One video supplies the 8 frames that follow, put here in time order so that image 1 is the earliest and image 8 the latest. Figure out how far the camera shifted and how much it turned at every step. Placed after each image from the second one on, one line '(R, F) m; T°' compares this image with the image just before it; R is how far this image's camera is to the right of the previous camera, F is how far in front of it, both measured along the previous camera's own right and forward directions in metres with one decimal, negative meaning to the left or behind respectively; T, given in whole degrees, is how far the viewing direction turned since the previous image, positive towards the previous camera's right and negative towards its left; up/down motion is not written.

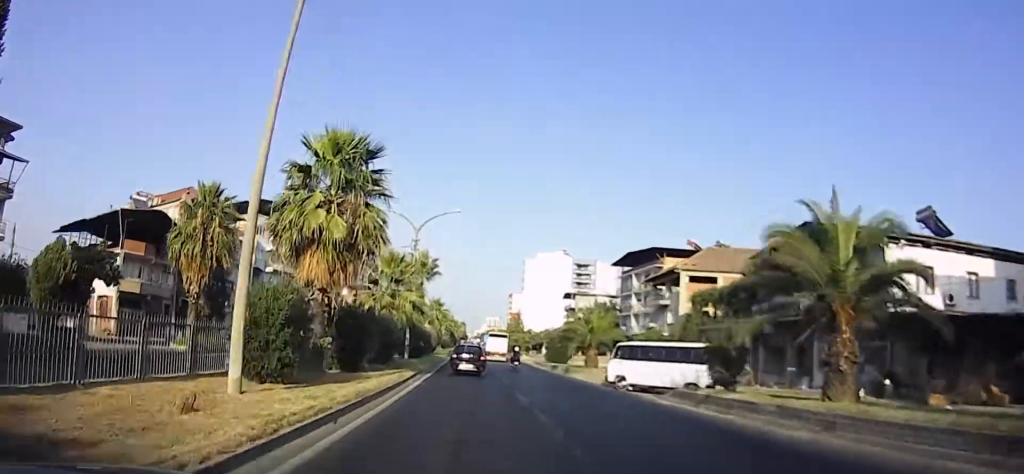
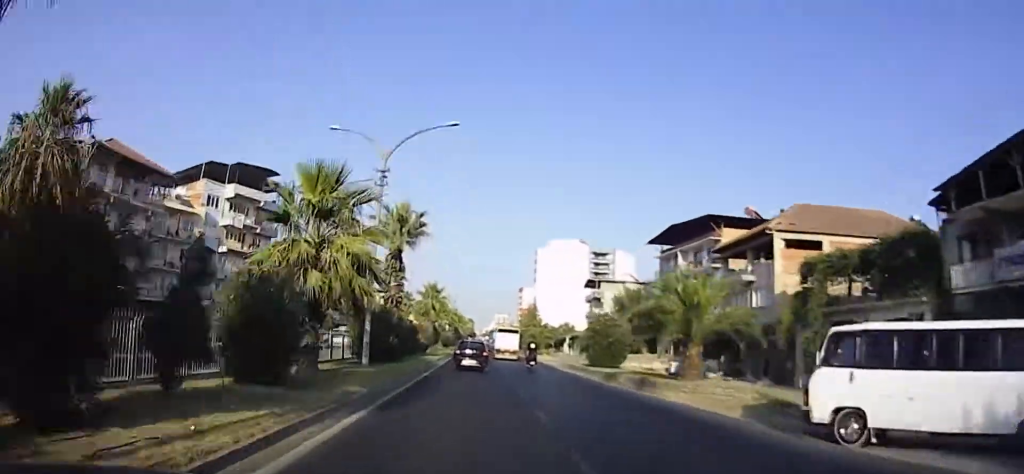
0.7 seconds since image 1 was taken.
(-0.3, +15.8) m; -2°
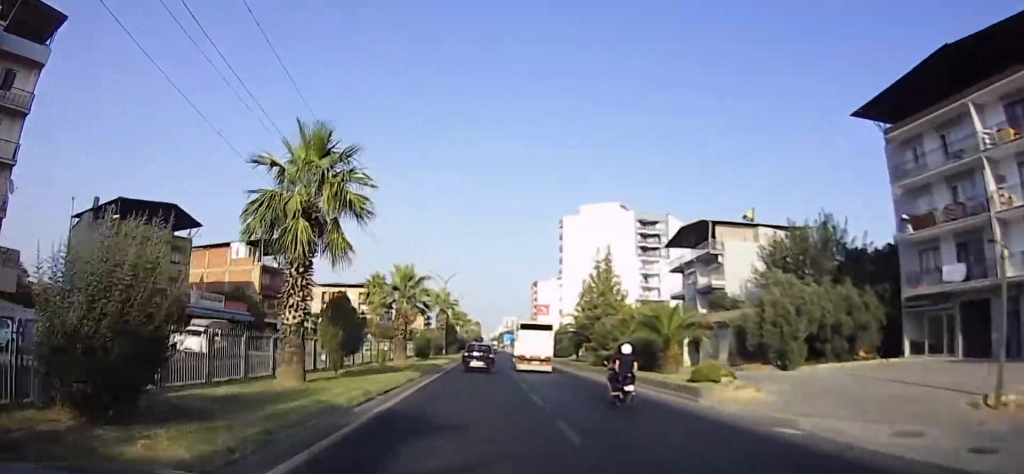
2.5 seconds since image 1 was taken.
(-1.1, +42.9) m; -2°
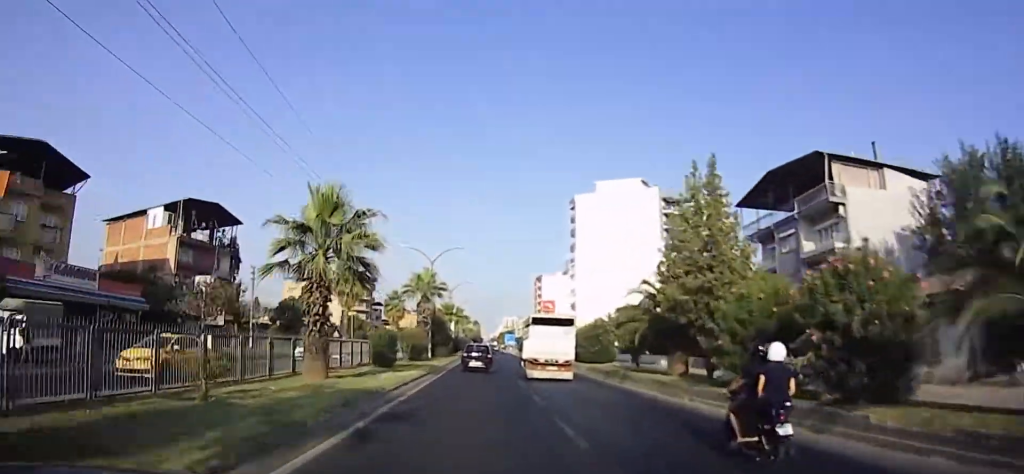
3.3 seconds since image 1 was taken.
(-0.1, +17.4) m; 0°
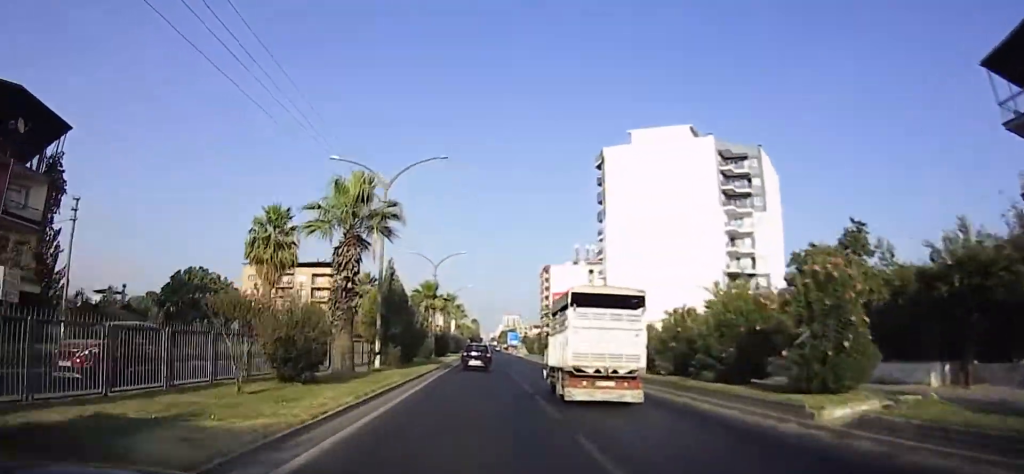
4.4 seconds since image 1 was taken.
(0.0, +25.6) m; 0°
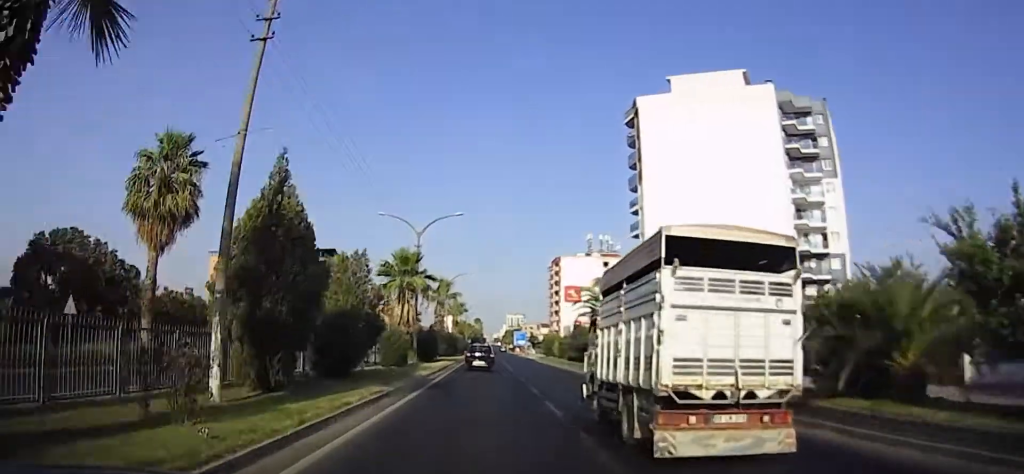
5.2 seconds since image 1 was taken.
(+0.1, +17.2) m; 0°
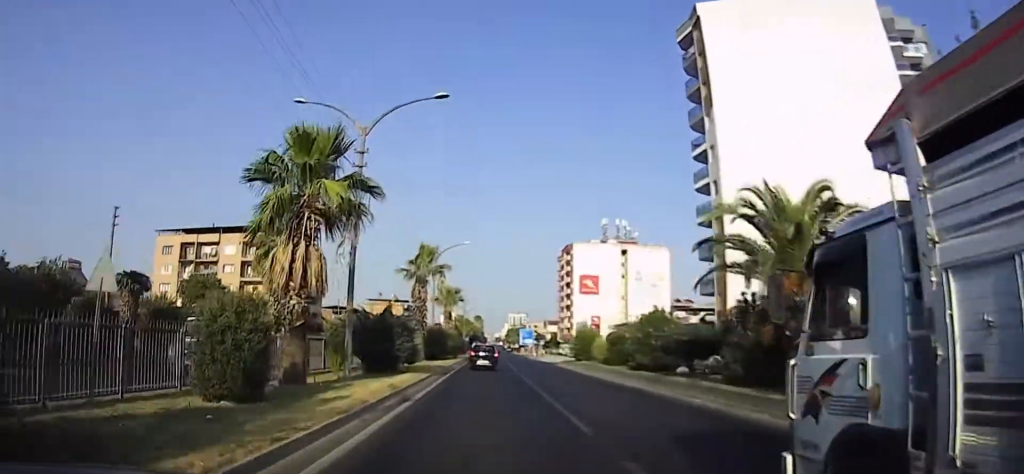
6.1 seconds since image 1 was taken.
(0.0, +20.0) m; 0°
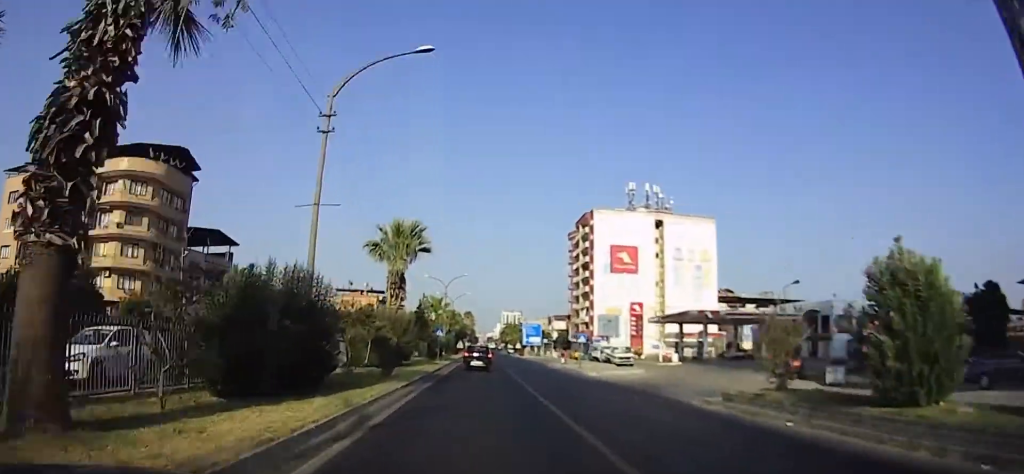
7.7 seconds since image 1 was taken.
(-0.2, +34.7) m; -1°
